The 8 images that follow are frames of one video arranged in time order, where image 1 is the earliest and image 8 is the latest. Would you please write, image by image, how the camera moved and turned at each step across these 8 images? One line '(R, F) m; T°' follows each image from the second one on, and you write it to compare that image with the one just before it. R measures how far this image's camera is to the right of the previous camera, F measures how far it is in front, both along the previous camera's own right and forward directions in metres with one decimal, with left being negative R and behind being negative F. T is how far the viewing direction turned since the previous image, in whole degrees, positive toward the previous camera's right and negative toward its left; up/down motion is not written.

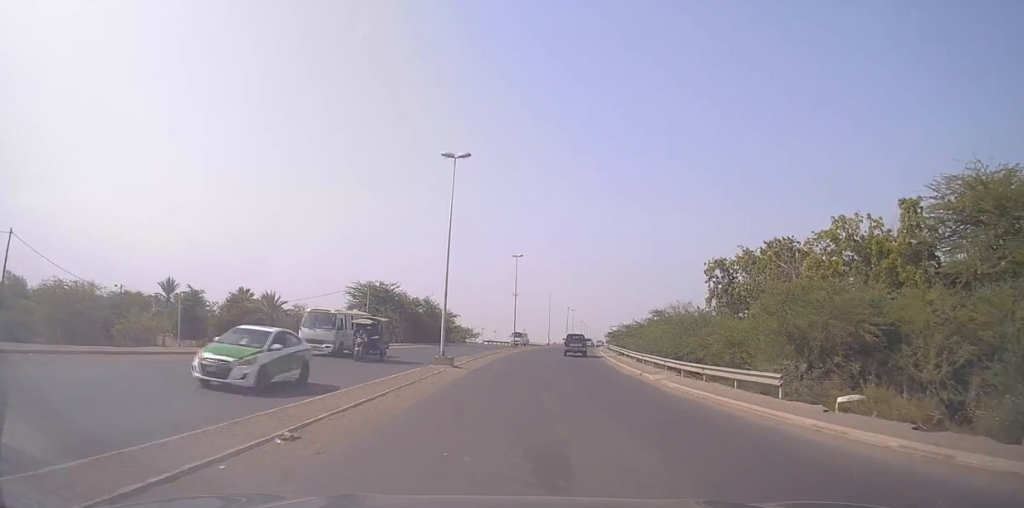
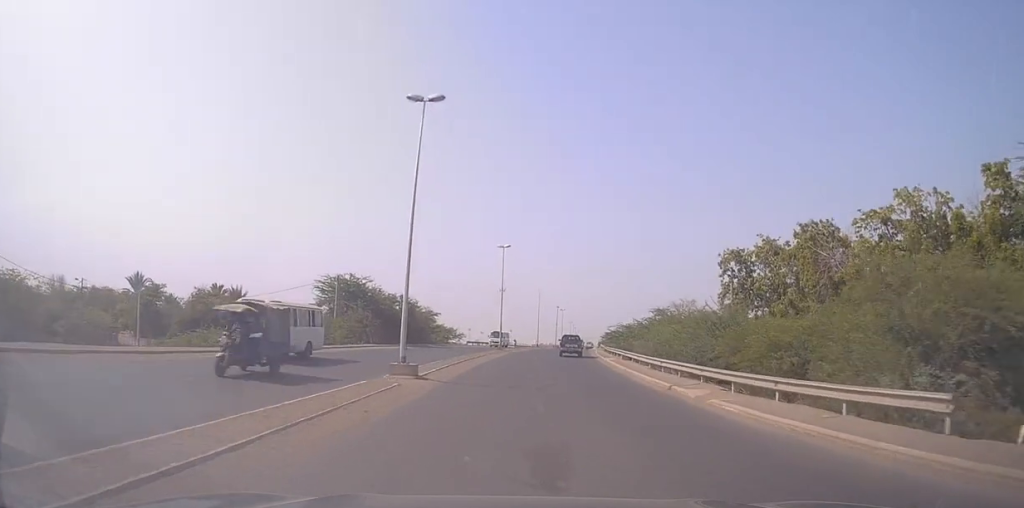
(+0.1, +6.9) m; 0°
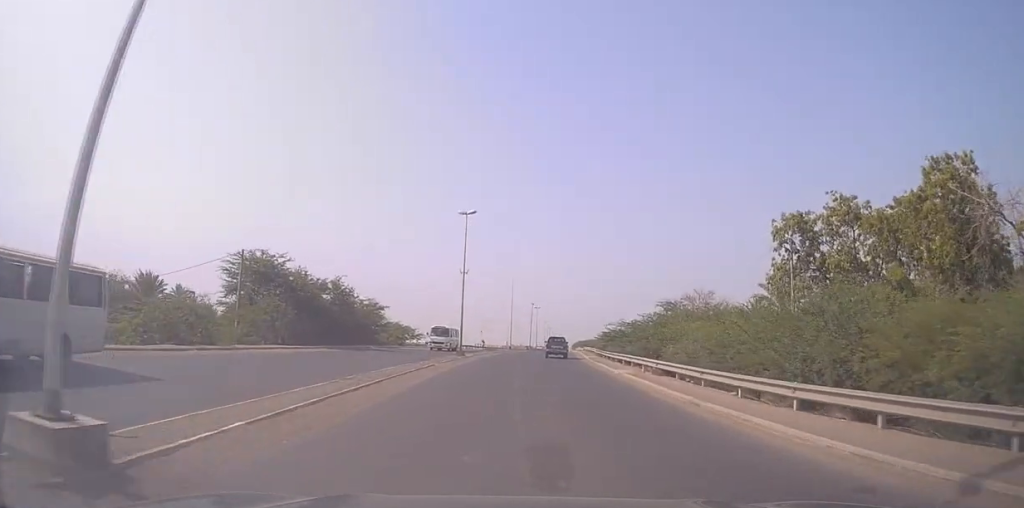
(-0.2, +15.0) m; +3°
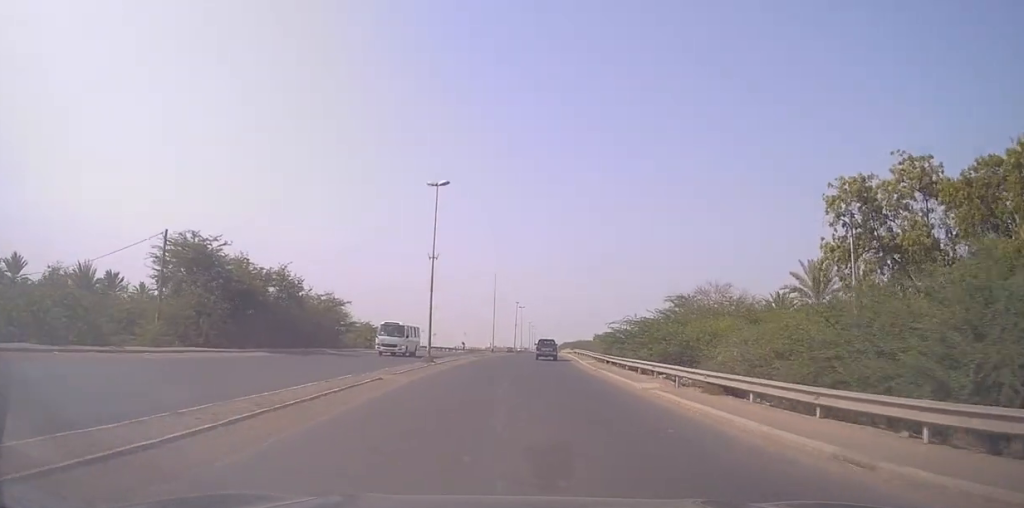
(+0.6, +8.0) m; +2°
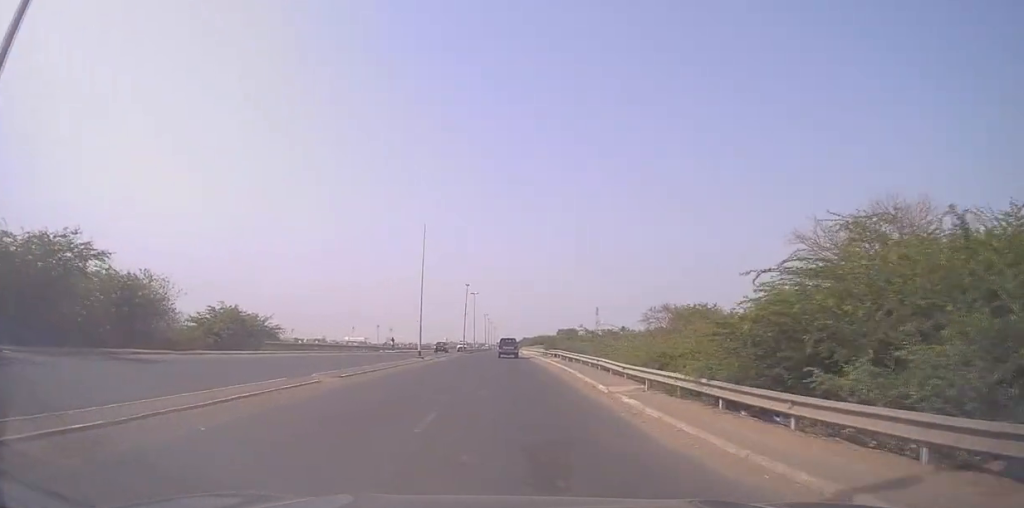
(+0.9, +26.6) m; +4°
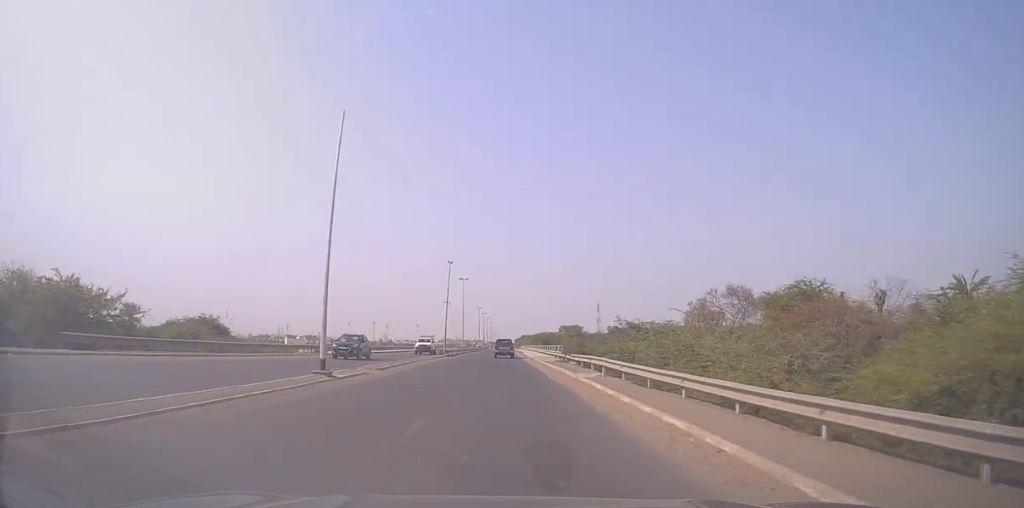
(+1.1, +20.0) m; +4°
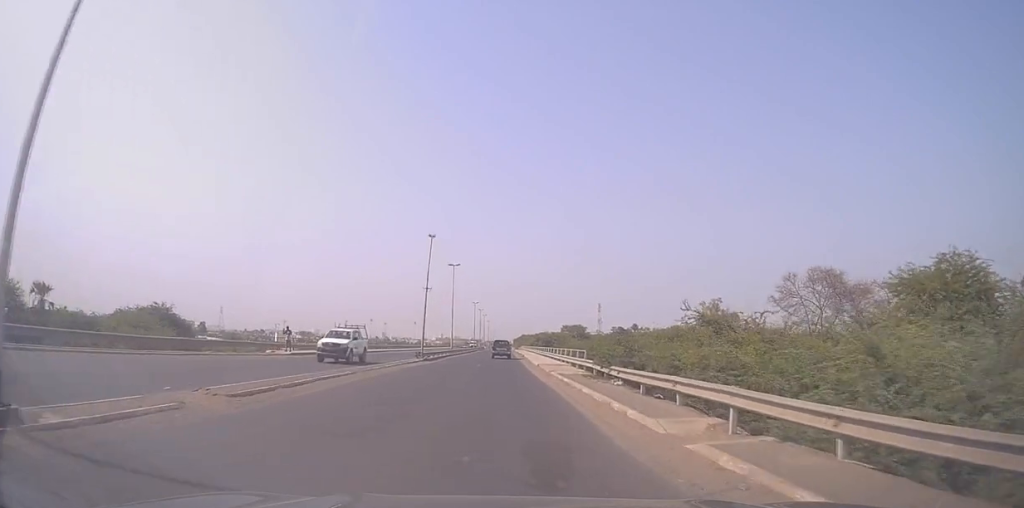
(+0.2, +13.6) m; -1°
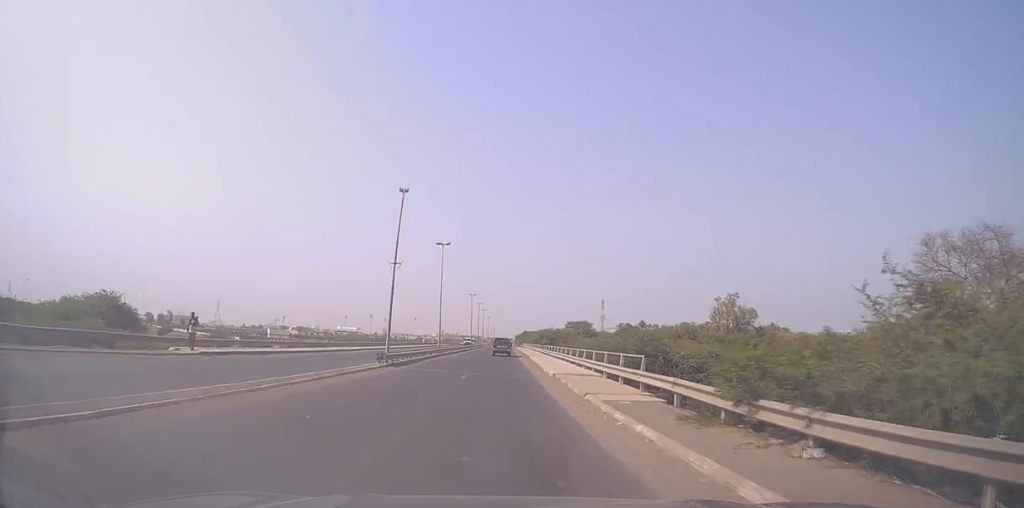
(-0.5, +12.4) m; -2°
